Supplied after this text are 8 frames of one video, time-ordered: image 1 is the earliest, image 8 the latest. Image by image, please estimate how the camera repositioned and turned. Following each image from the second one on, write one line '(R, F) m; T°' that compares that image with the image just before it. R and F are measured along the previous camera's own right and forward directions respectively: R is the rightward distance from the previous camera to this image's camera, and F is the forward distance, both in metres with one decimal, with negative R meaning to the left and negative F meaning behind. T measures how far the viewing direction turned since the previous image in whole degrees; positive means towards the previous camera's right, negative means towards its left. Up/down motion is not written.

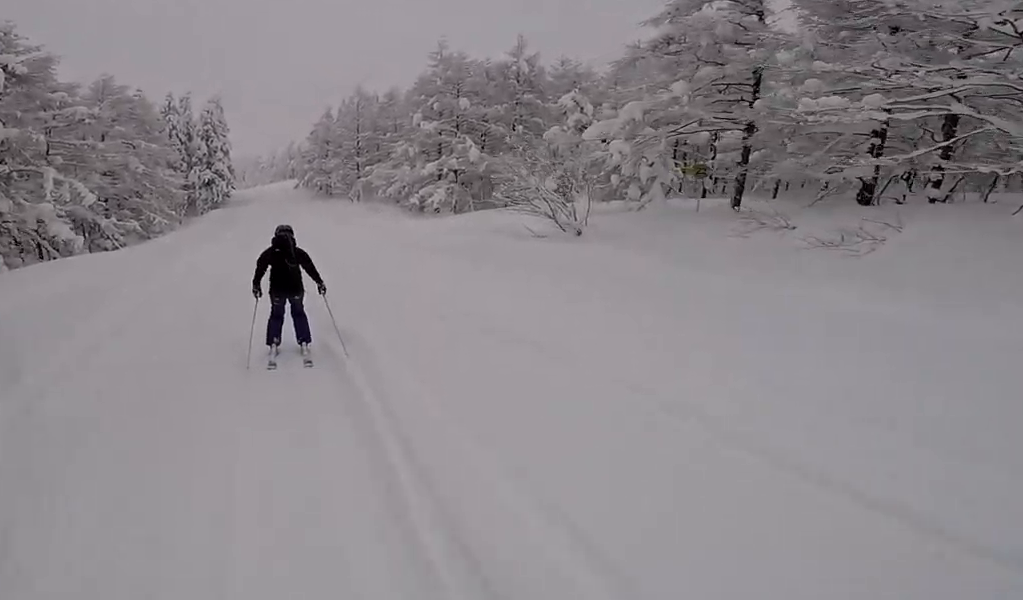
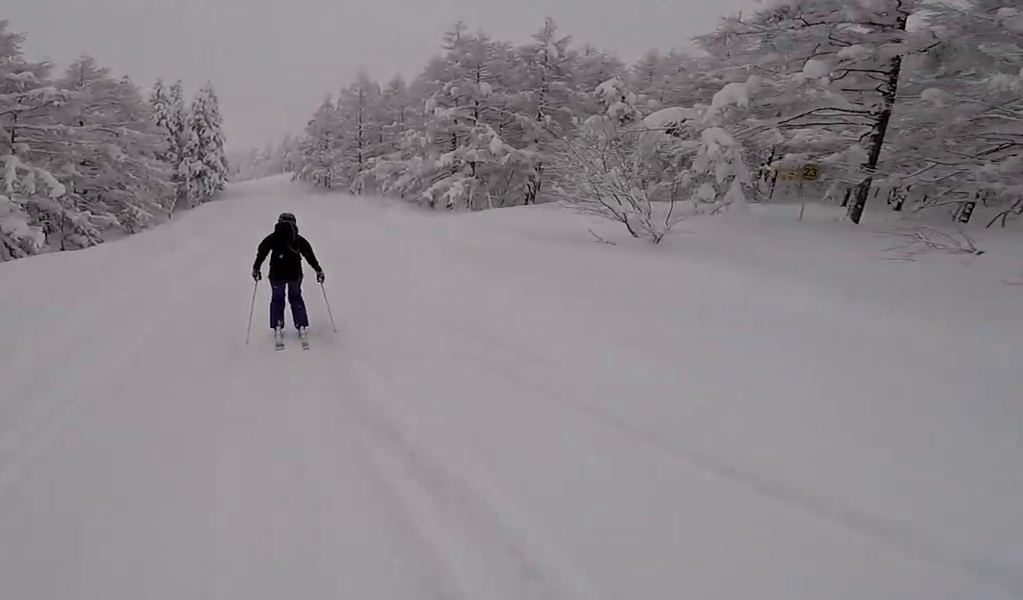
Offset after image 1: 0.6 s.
(-0.9, +3.6) m; +1°
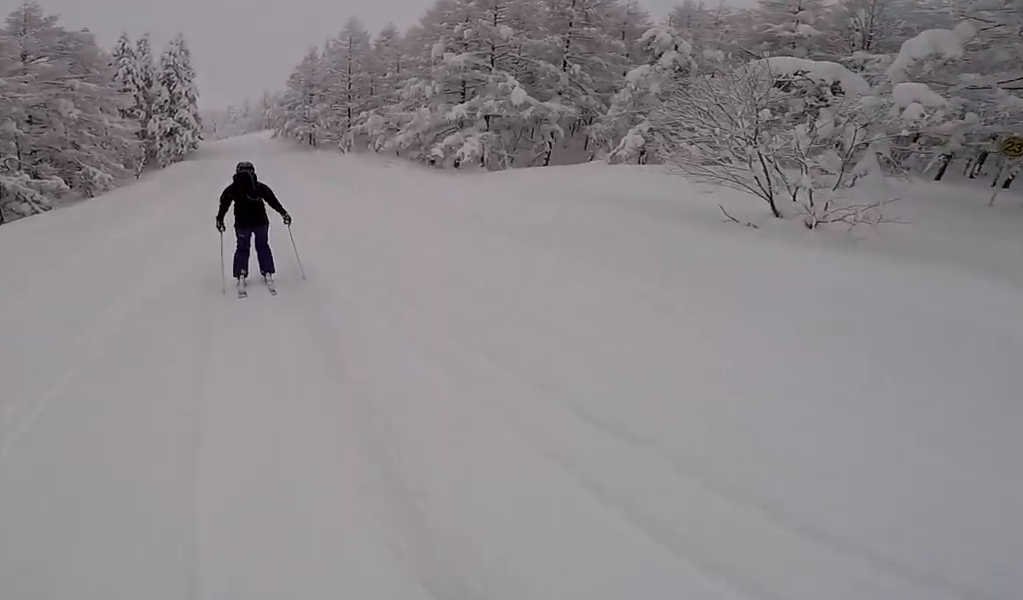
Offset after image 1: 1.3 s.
(+0.3, +4.5) m; +5°
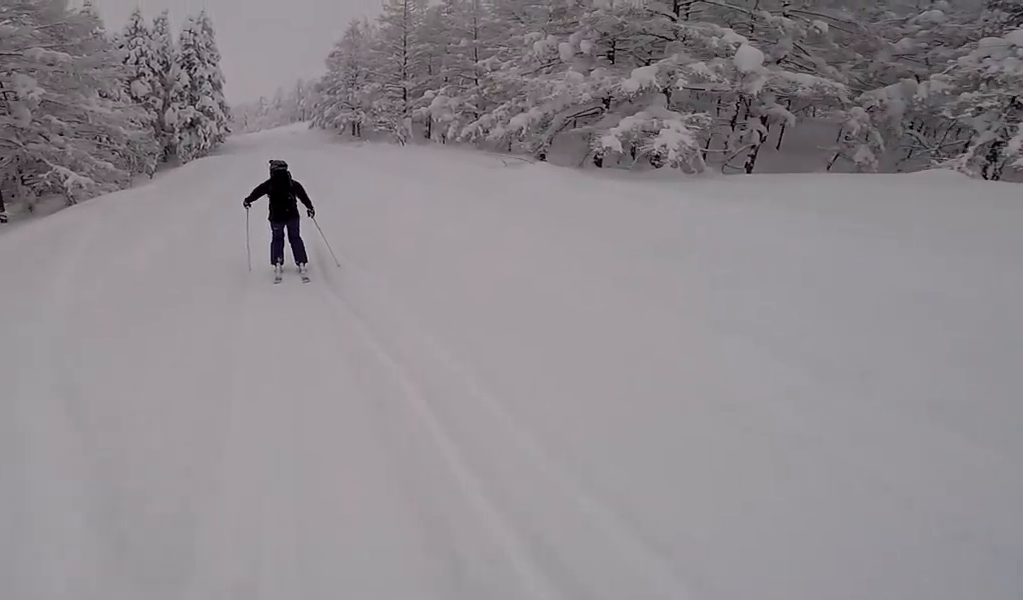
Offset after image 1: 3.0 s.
(+1.1, +12.2) m; +3°
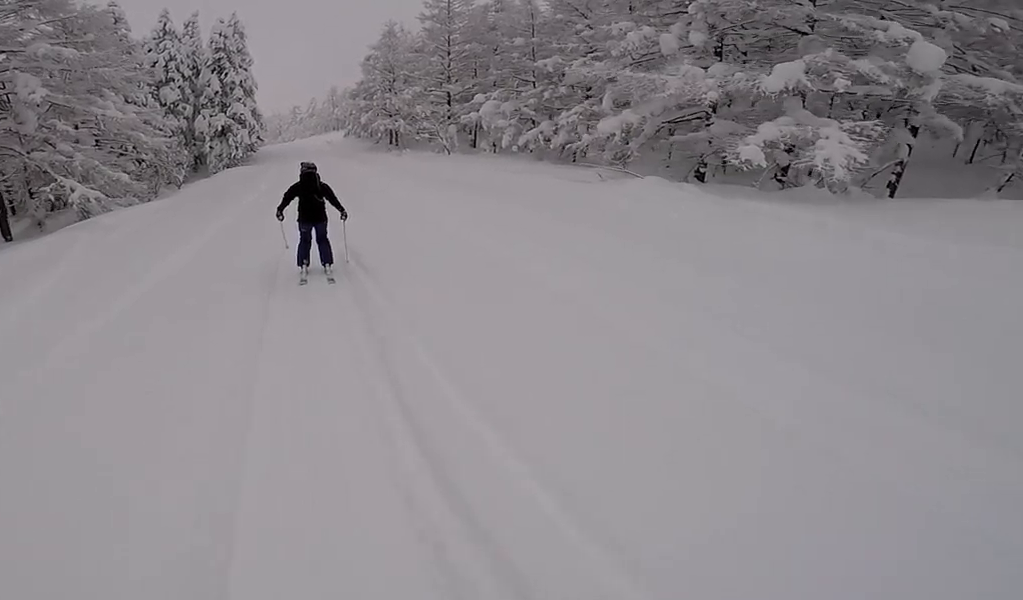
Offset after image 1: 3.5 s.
(0.0, +3.9) m; 0°
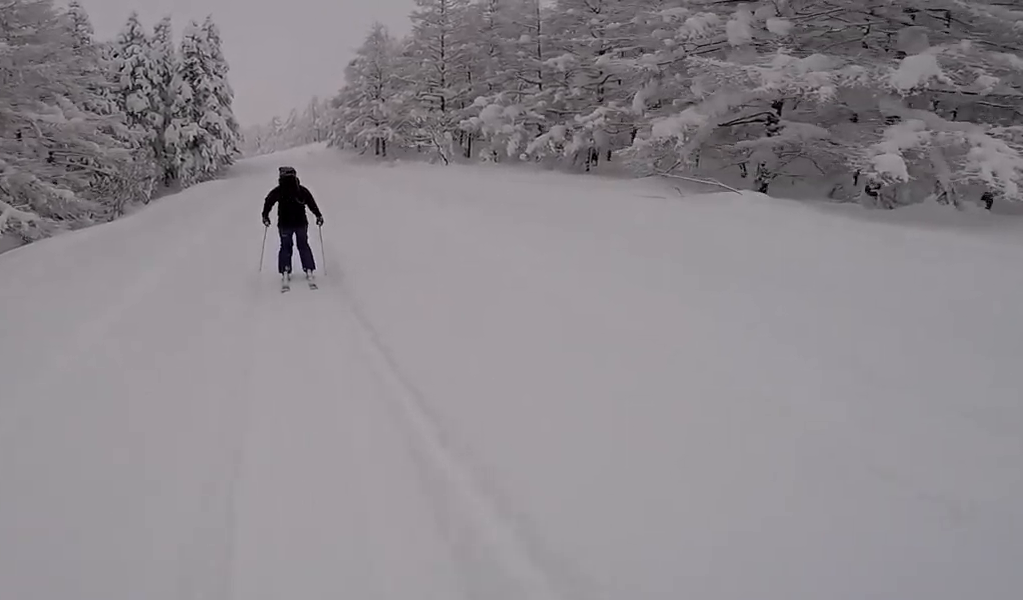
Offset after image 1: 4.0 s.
(0.0, +3.9) m; +1°
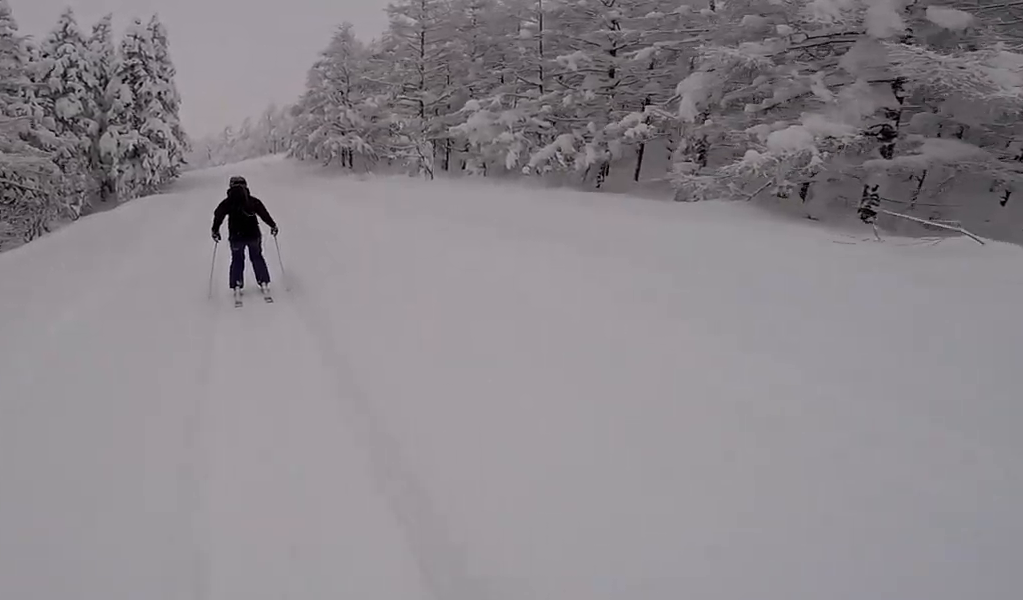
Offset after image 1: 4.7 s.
(-0.1, +4.9) m; +2°
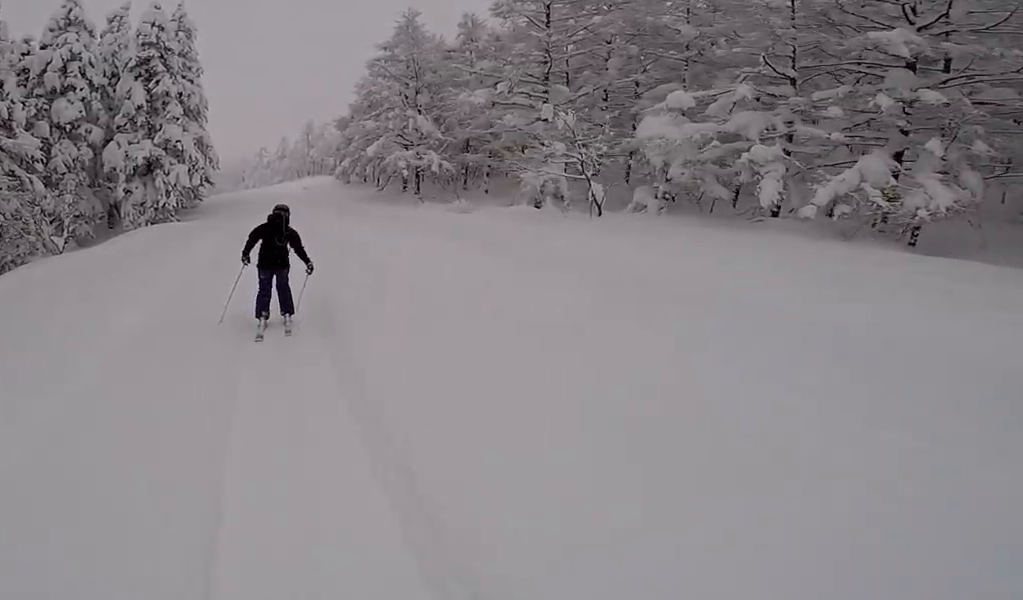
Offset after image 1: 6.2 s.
(+0.4, +10.9) m; 0°
